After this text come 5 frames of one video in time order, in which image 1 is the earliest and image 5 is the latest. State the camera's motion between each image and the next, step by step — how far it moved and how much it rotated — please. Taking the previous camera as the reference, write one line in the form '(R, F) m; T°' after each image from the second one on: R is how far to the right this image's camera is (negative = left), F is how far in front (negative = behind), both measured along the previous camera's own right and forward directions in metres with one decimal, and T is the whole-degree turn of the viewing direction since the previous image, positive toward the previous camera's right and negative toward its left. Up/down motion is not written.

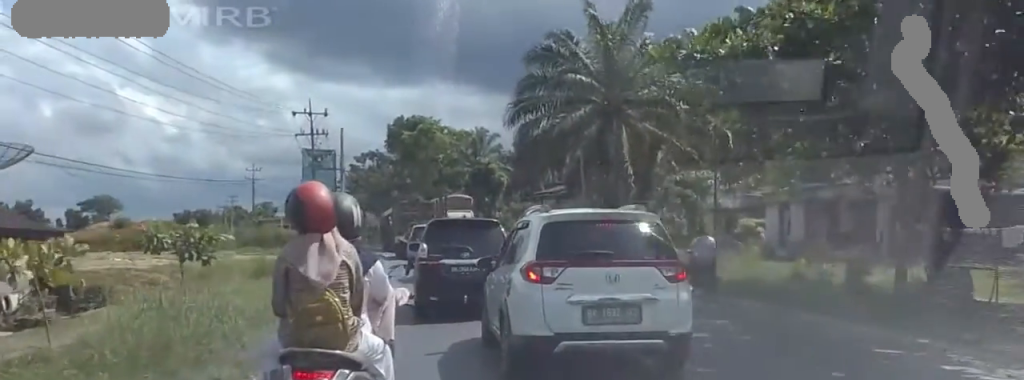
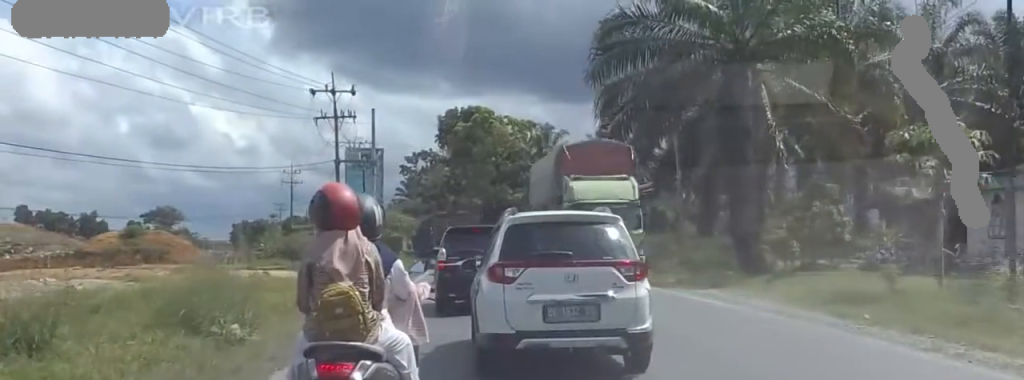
(+0.4, +17.6) m; +8°
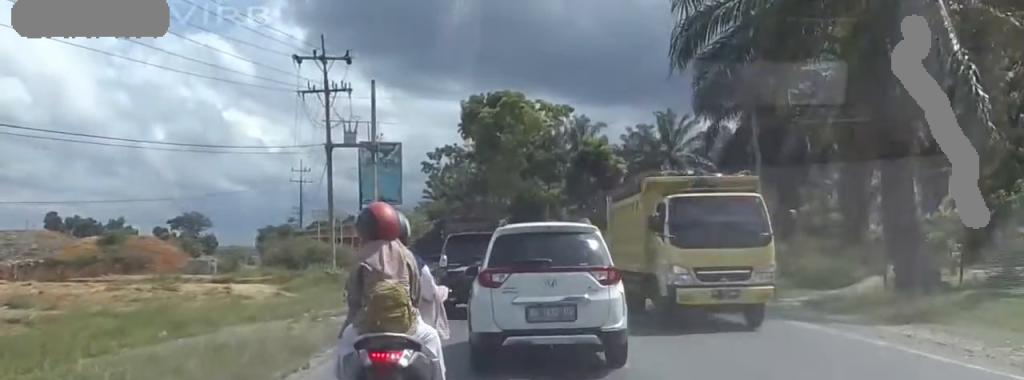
(0.0, +16.8) m; 0°
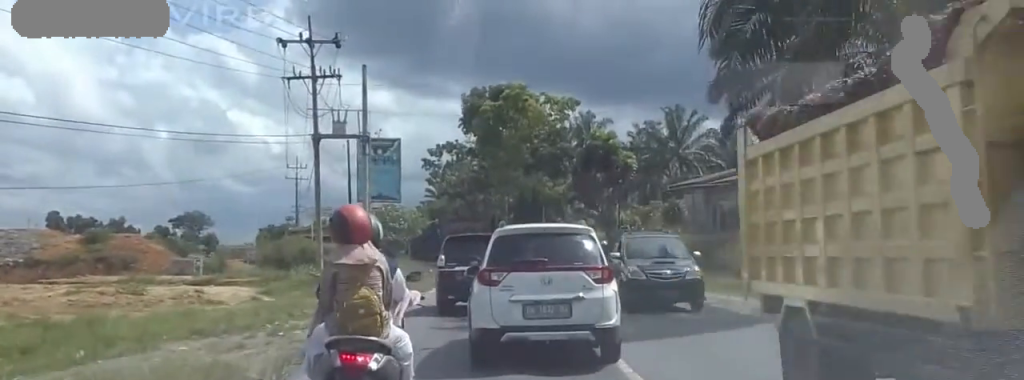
(0.0, +5.8) m; 0°
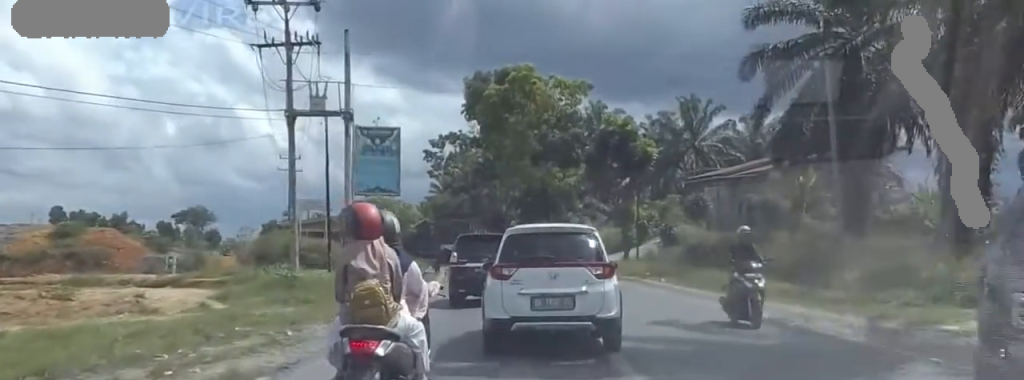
(-0.1, +9.7) m; -3°
